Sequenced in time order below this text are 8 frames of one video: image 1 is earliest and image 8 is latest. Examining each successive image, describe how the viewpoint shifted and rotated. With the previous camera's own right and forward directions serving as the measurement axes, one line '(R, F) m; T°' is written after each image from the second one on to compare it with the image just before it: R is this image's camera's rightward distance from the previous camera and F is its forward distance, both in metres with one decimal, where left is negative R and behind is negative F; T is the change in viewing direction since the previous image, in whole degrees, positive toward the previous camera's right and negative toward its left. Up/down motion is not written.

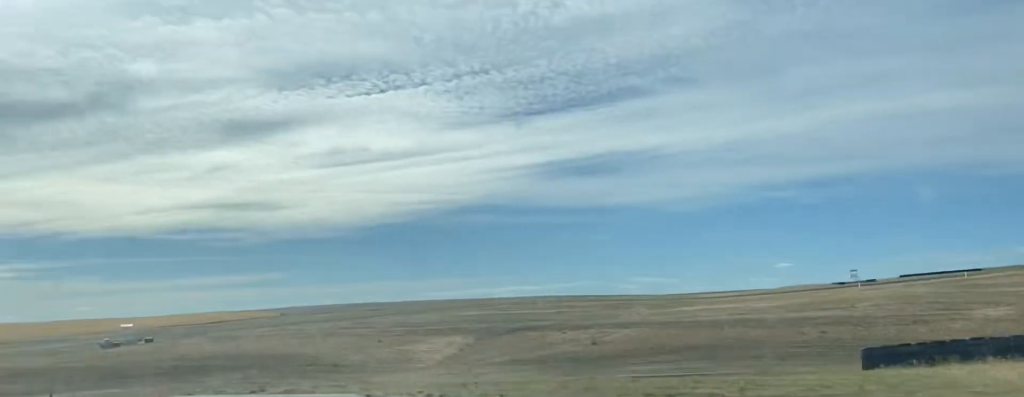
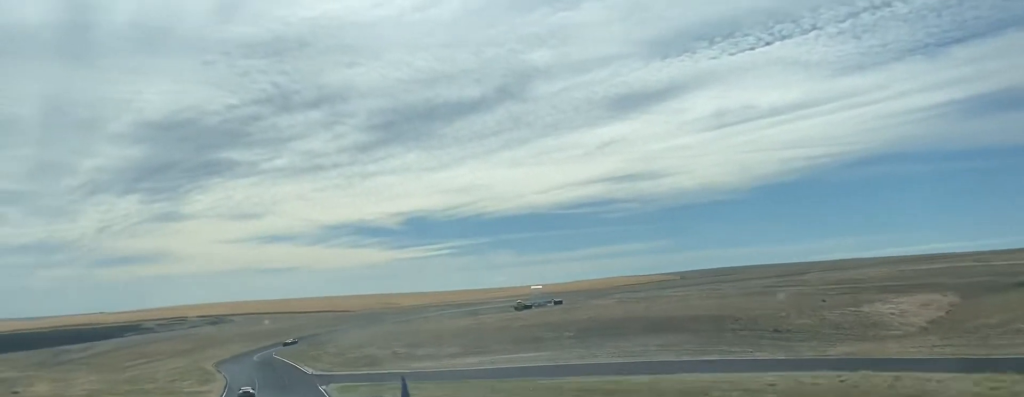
(-11.7, +31.0) m; -31°
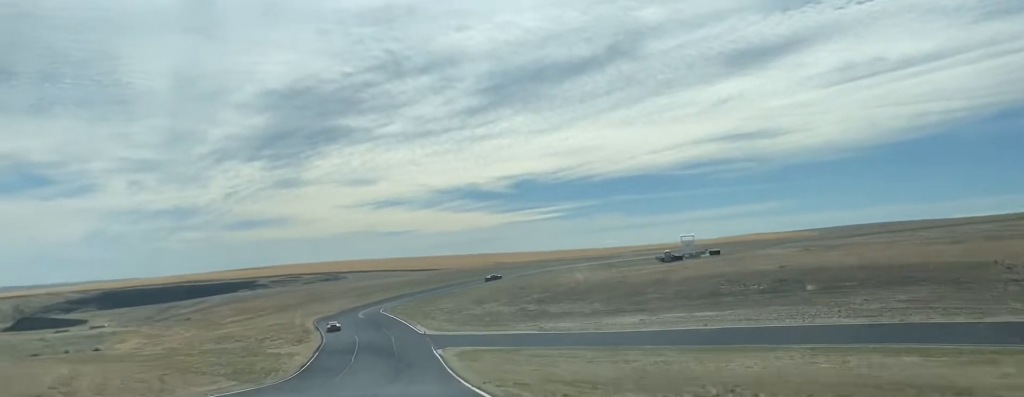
(-3.8, +33.0) m; -7°
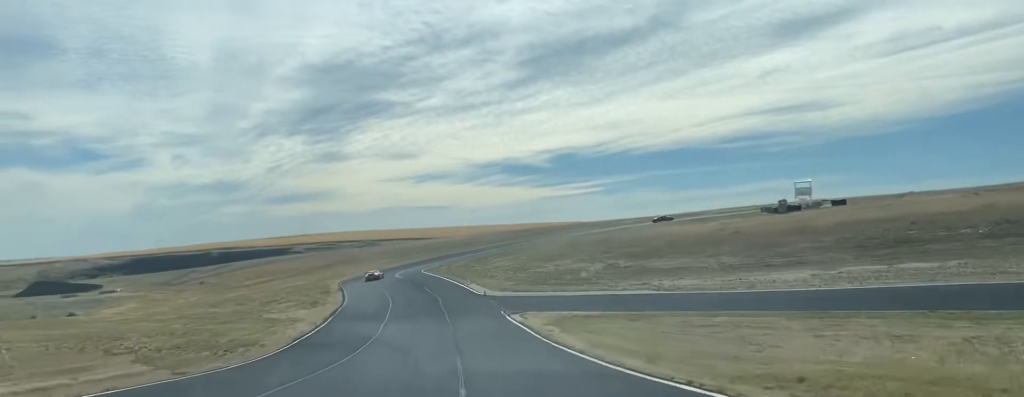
(+0.1, +31.0) m; +1°
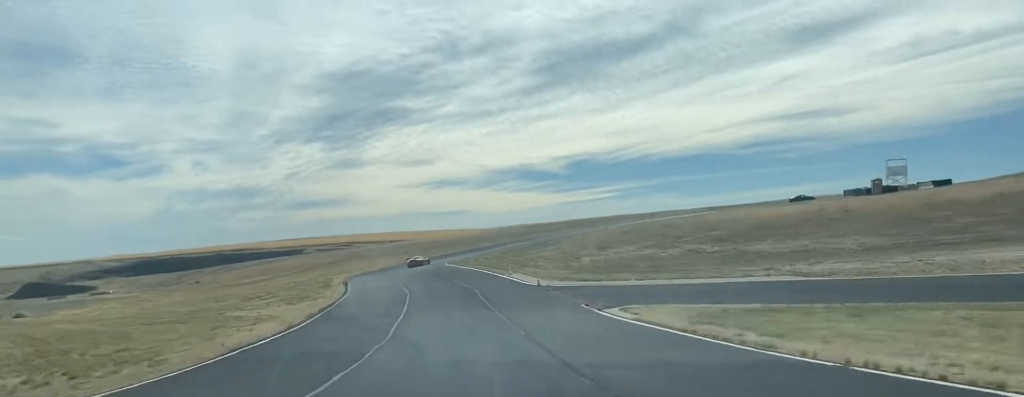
(+0.3, +20.4) m; +1°
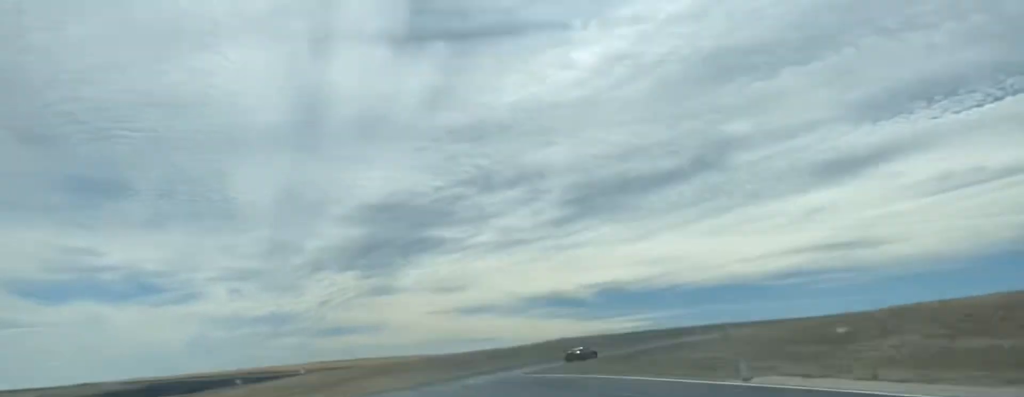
(+0.5, +36.6) m; 0°
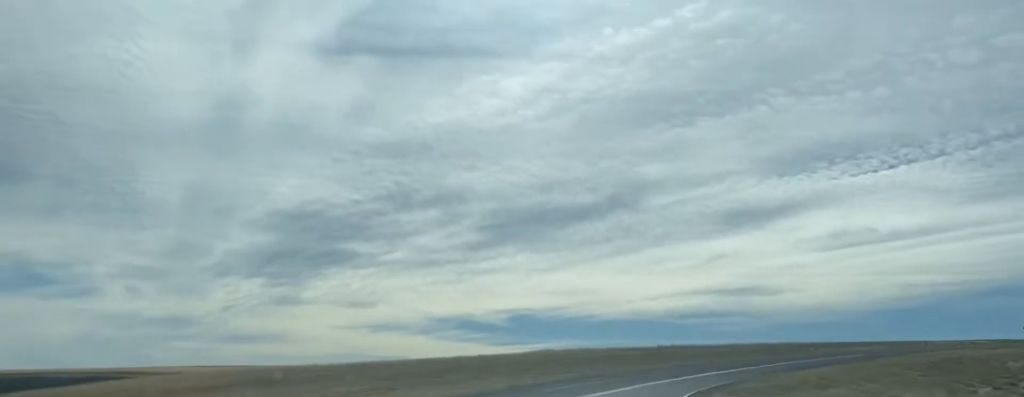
(-0.8, +55.6) m; +3°
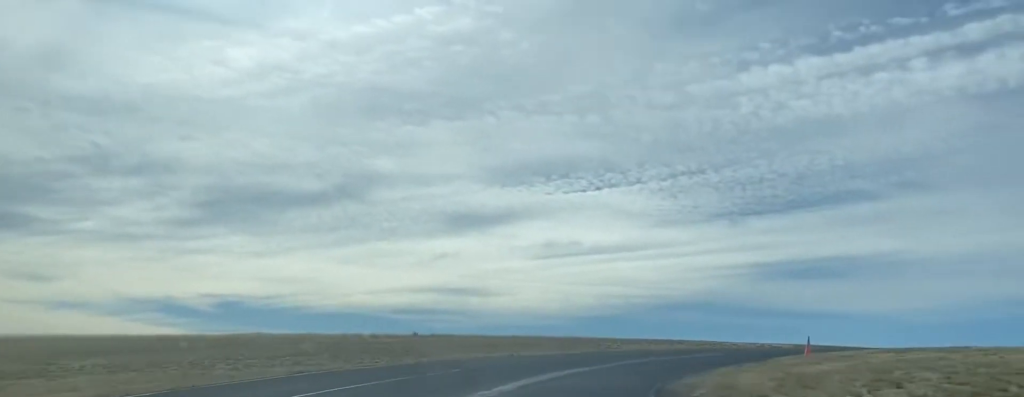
(+2.5, +25.6) m; +23°
